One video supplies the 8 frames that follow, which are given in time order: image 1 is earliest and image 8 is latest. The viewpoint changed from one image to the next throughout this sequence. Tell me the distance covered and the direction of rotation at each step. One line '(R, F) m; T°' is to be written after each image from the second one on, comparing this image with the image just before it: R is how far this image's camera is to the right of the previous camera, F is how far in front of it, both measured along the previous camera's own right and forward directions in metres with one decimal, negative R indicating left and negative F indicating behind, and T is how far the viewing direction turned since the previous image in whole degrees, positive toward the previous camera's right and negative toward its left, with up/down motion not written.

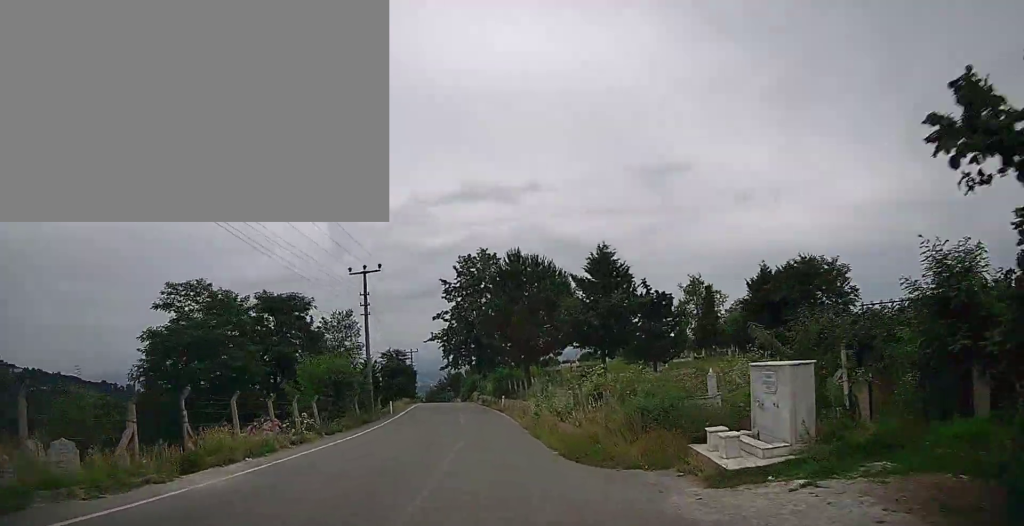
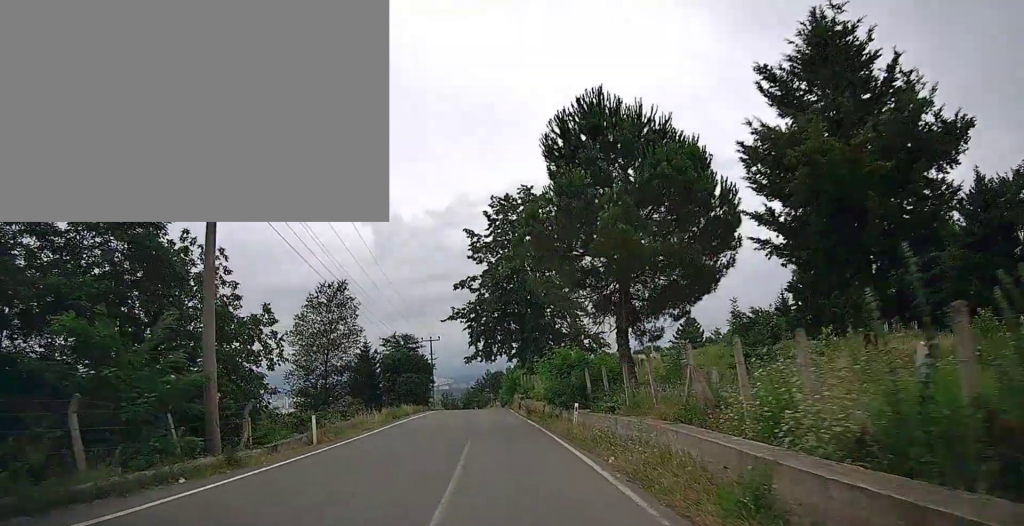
(-1.2, +22.6) m; -6°
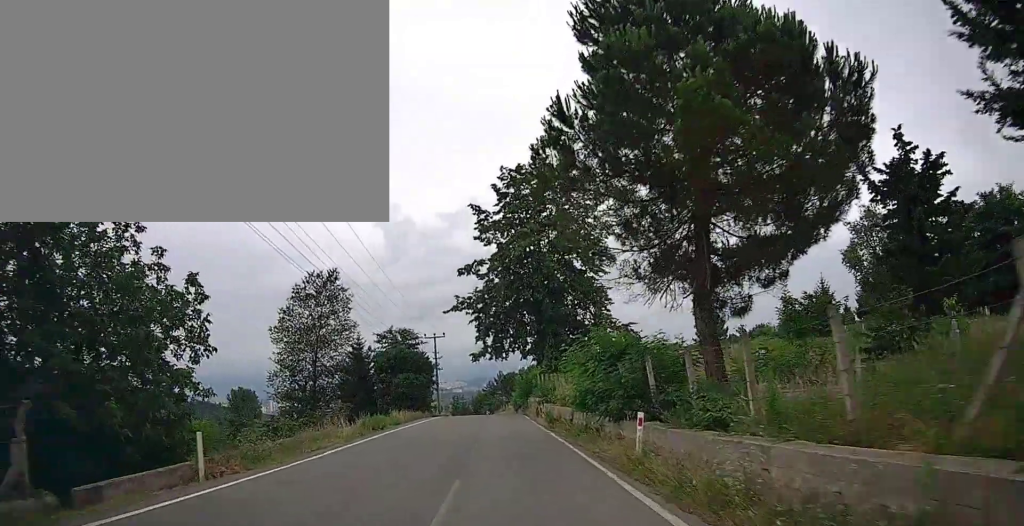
(-0.1, +6.9) m; -1°
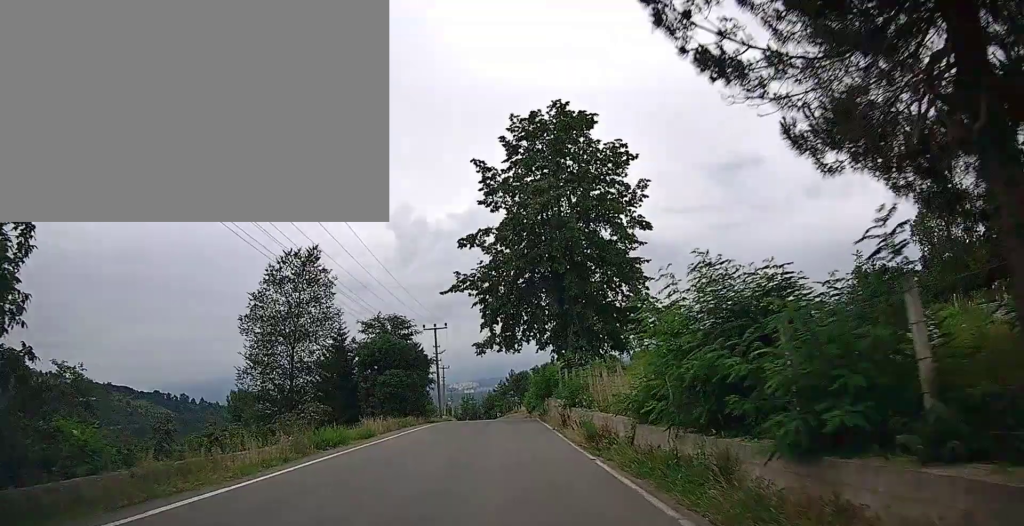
(0.0, +8.1) m; -1°
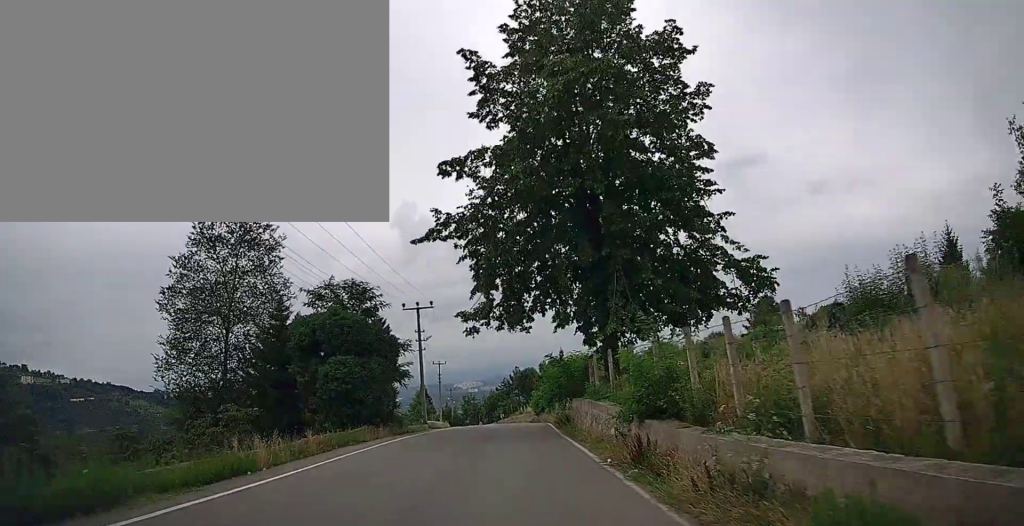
(-0.2, +10.7) m; -1°
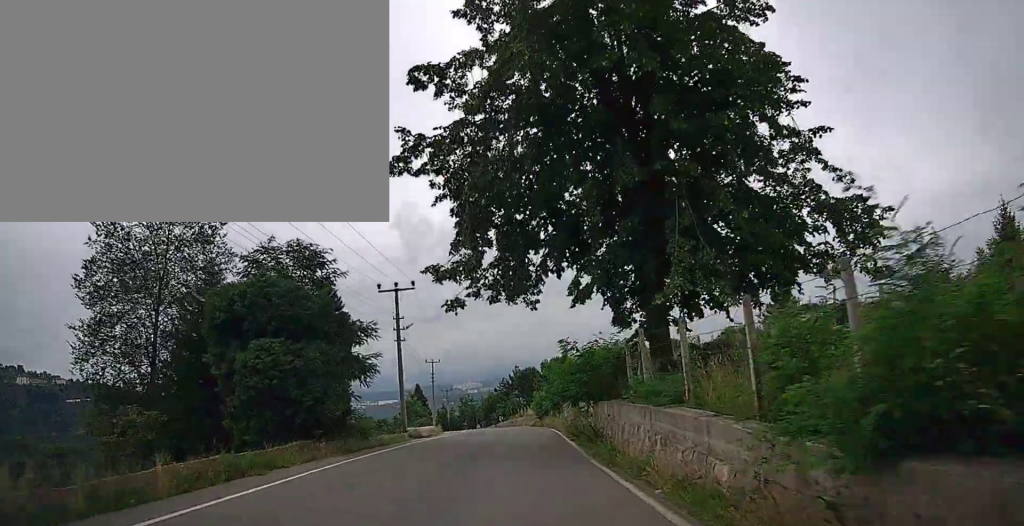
(0.0, +7.7) m; 0°
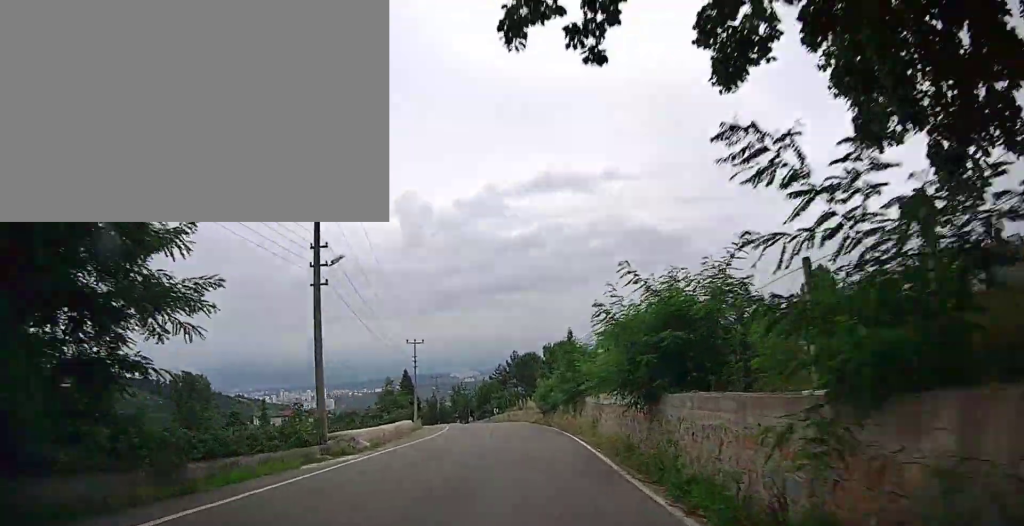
(+0.1, +12.7) m; 0°
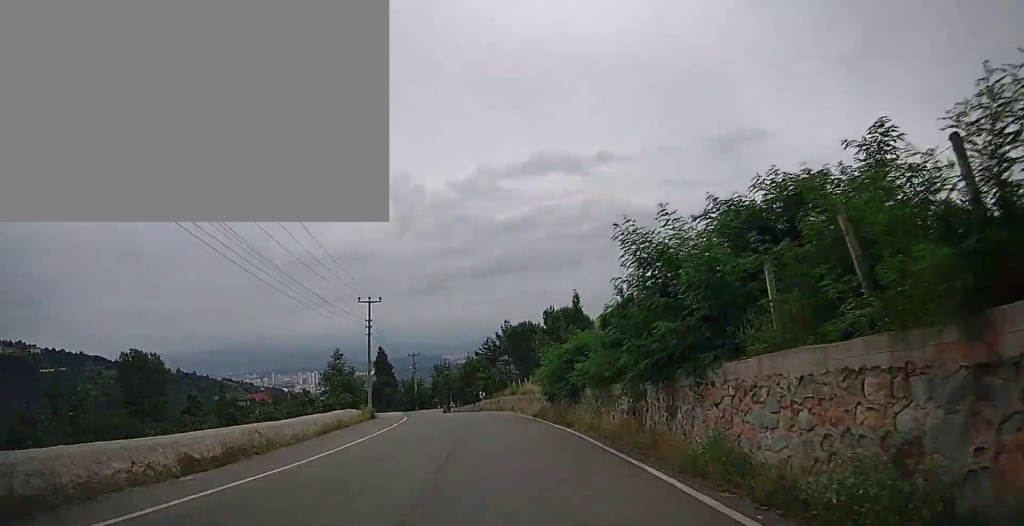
(+0.1, +17.7) m; +1°
